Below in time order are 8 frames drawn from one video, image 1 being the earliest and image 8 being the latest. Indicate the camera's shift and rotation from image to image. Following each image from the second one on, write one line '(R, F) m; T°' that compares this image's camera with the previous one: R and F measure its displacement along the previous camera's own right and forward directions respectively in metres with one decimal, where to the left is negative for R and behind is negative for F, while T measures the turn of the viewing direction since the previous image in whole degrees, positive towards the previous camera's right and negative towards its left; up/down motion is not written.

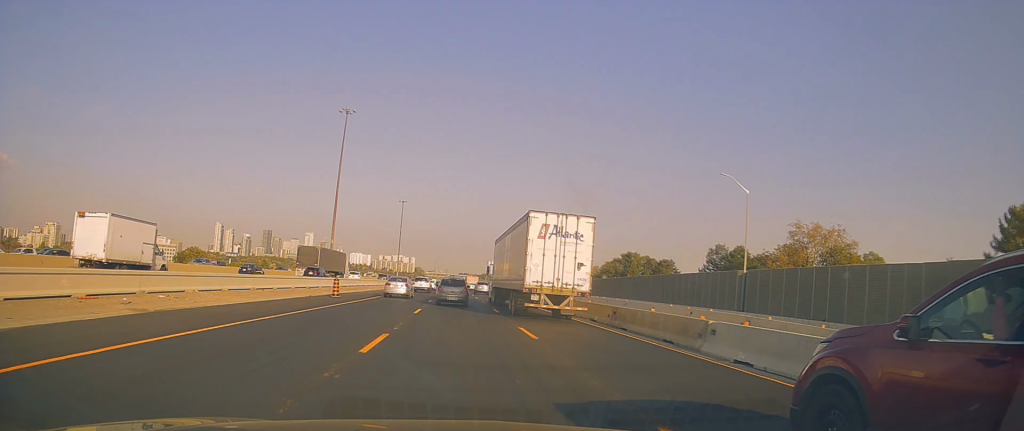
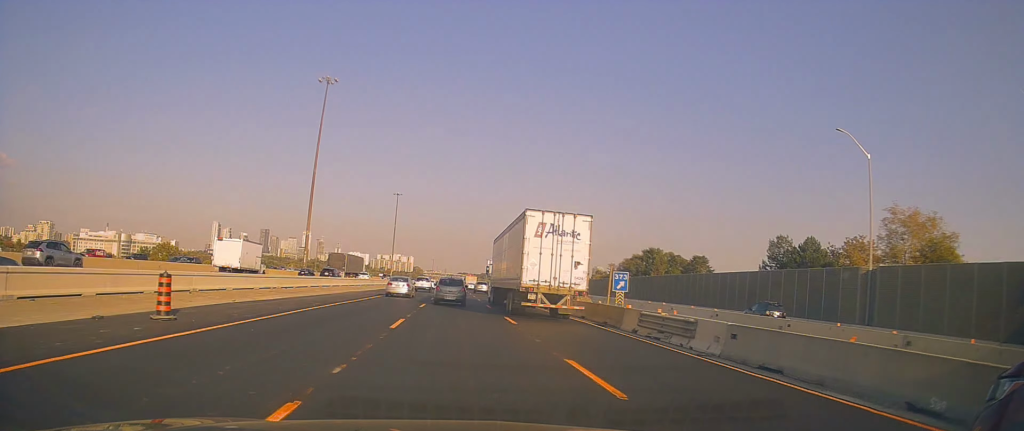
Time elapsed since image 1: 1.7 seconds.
(+0.4, +19.4) m; +2°
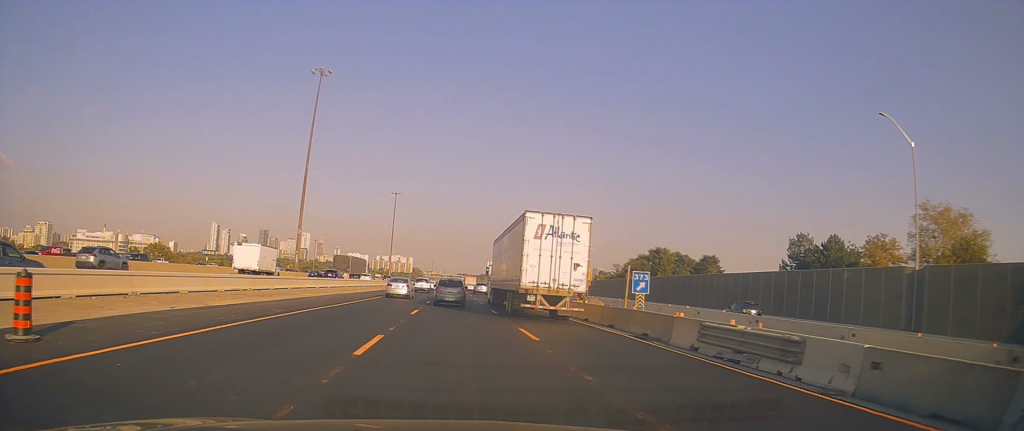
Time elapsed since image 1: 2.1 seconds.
(+0.2, +5.0) m; 0°
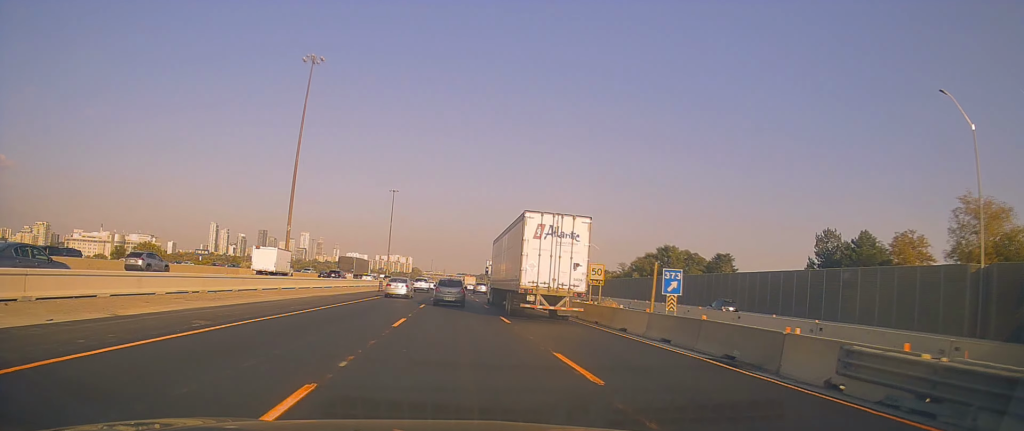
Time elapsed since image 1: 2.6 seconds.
(-0.2, +6.1) m; -1°
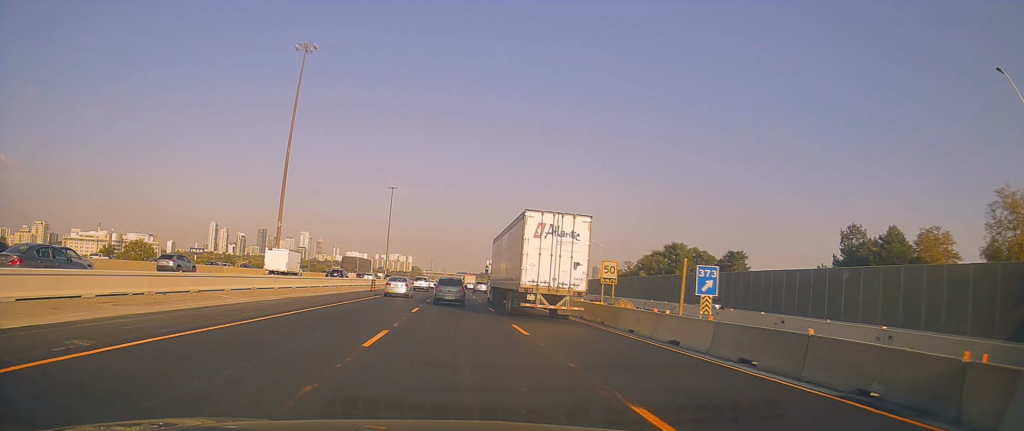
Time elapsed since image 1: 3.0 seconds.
(-0.1, +4.9) m; -1°
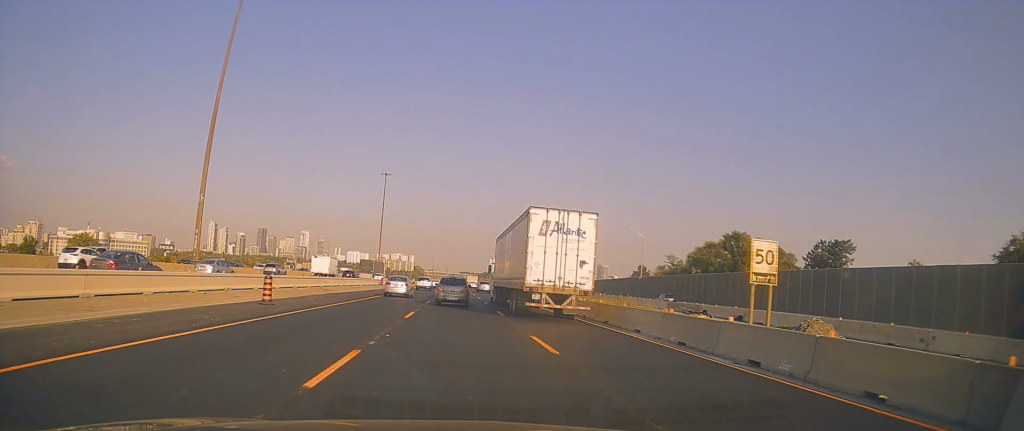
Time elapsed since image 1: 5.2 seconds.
(-0.1, +27.9) m; +2°
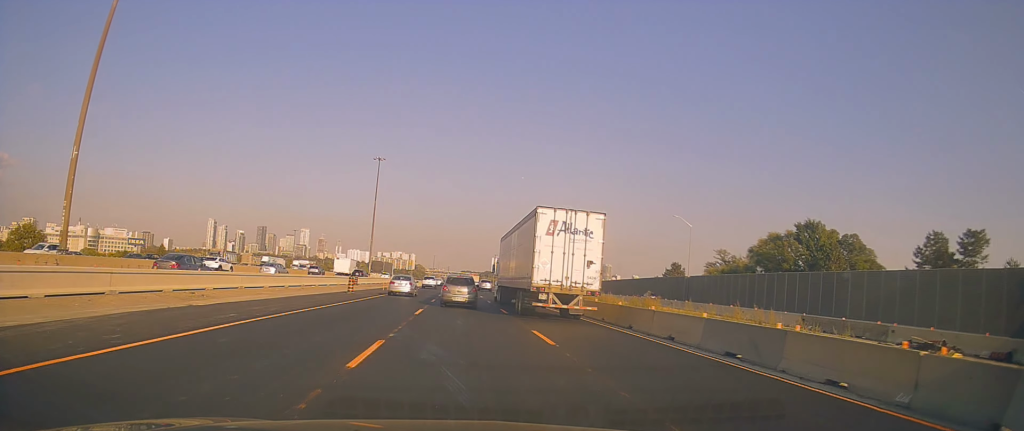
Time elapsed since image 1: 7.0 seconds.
(+0.1, +22.9) m; -2°
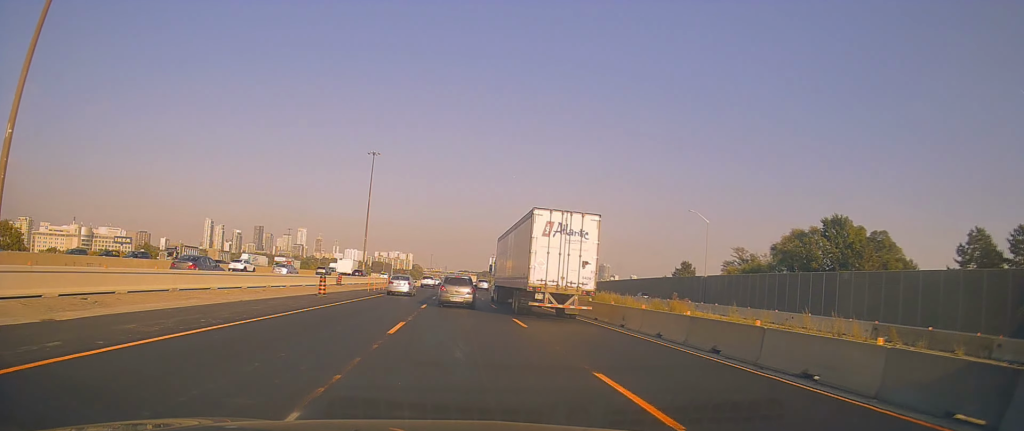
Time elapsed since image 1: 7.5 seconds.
(-0.1, +7.4) m; -1°
